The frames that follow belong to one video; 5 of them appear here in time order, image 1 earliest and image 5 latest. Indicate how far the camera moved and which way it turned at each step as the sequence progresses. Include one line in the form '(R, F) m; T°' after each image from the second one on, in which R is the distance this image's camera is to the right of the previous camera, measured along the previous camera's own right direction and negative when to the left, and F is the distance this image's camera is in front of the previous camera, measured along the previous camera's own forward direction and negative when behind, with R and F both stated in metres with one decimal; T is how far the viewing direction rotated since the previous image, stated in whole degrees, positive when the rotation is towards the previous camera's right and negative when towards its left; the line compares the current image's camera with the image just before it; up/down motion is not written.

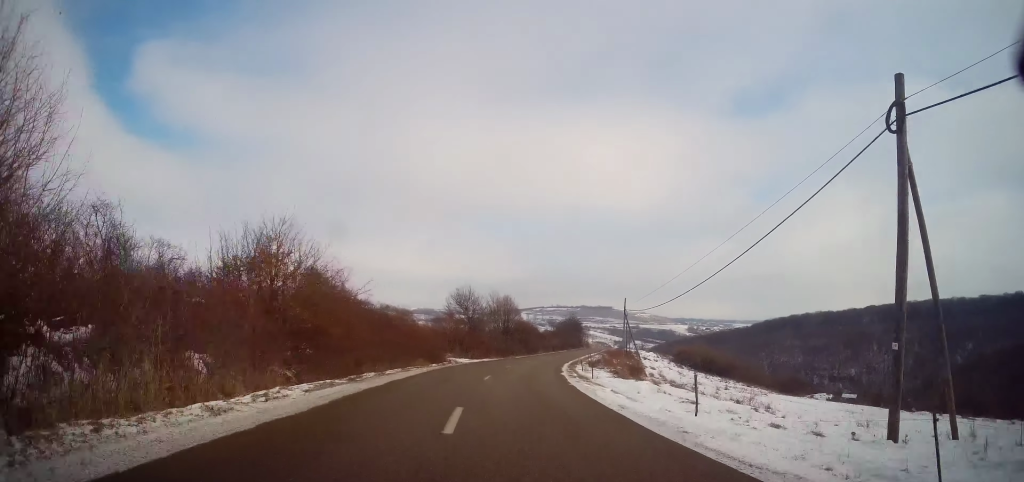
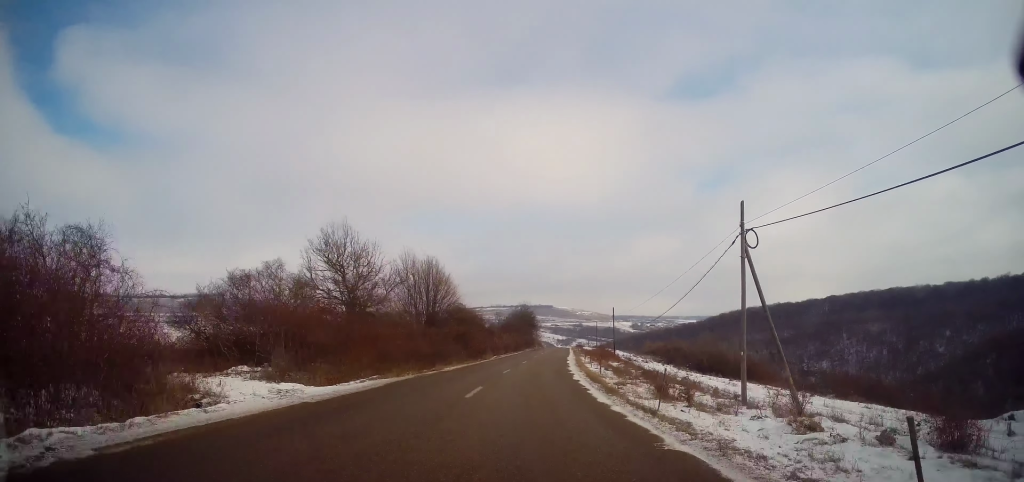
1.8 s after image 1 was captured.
(+1.5, +31.4) m; +8°
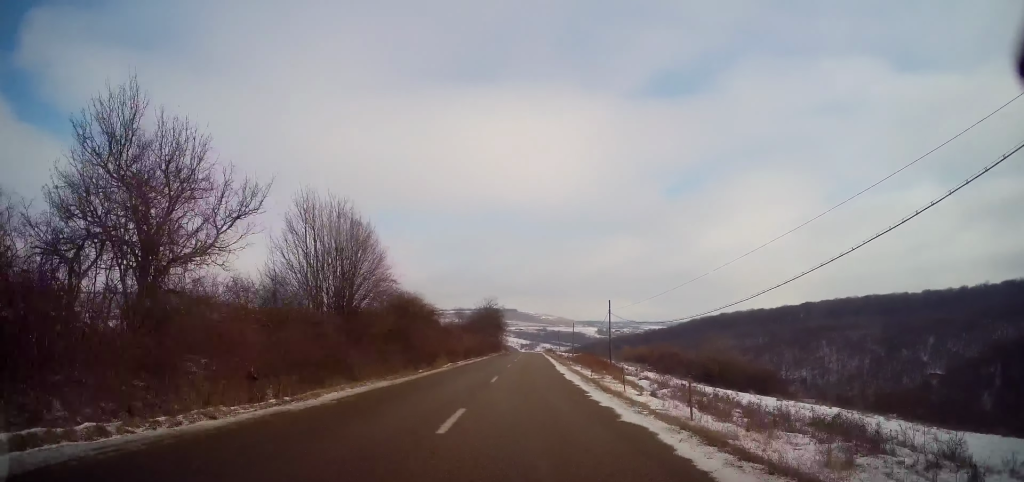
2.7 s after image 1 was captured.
(+1.0, +16.6) m; +4°
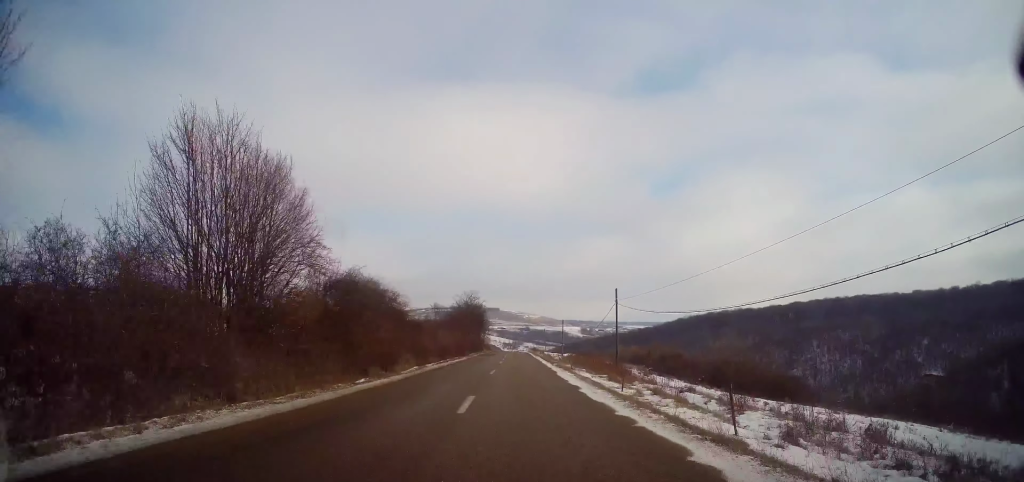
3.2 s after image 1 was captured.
(+0.3, +9.5) m; +1°
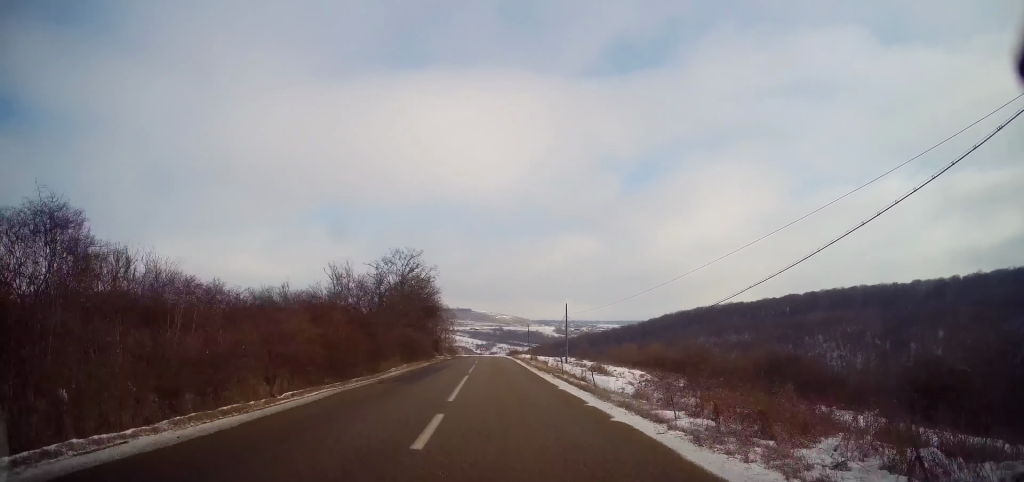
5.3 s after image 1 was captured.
(+0.9, +36.3) m; +2°
